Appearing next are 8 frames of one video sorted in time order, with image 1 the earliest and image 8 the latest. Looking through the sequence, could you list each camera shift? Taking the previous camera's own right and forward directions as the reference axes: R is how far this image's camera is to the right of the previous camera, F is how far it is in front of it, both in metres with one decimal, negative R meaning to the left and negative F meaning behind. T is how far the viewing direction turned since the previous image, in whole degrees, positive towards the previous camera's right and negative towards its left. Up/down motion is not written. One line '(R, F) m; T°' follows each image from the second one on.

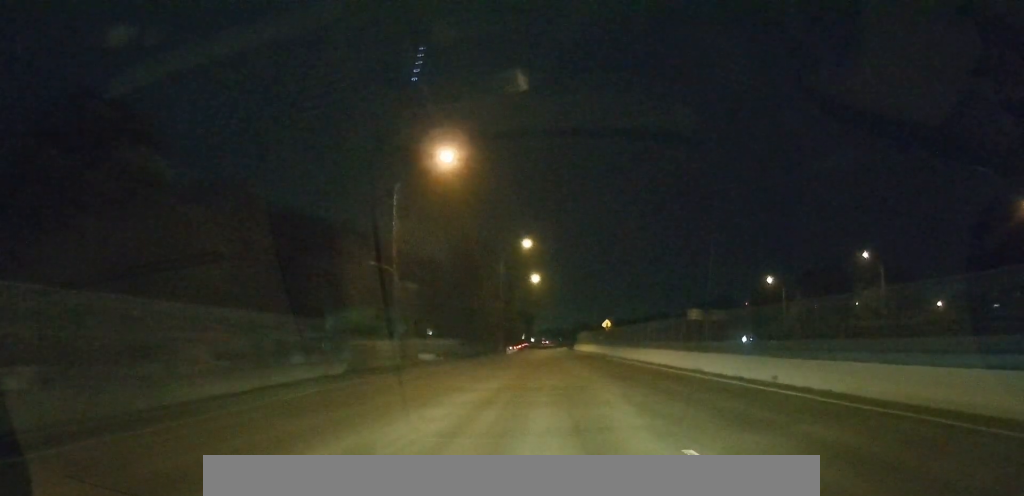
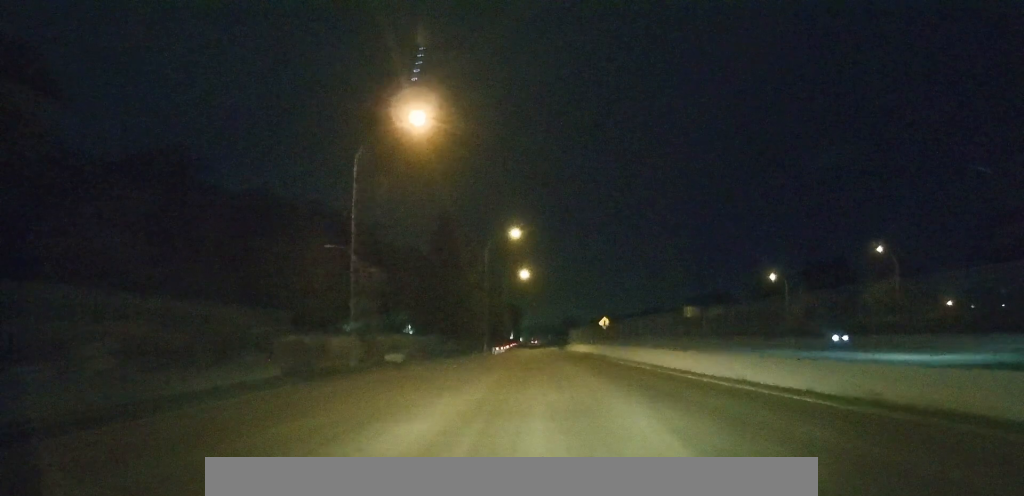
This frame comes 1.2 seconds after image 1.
(+0.1, +7.8) m; -1°
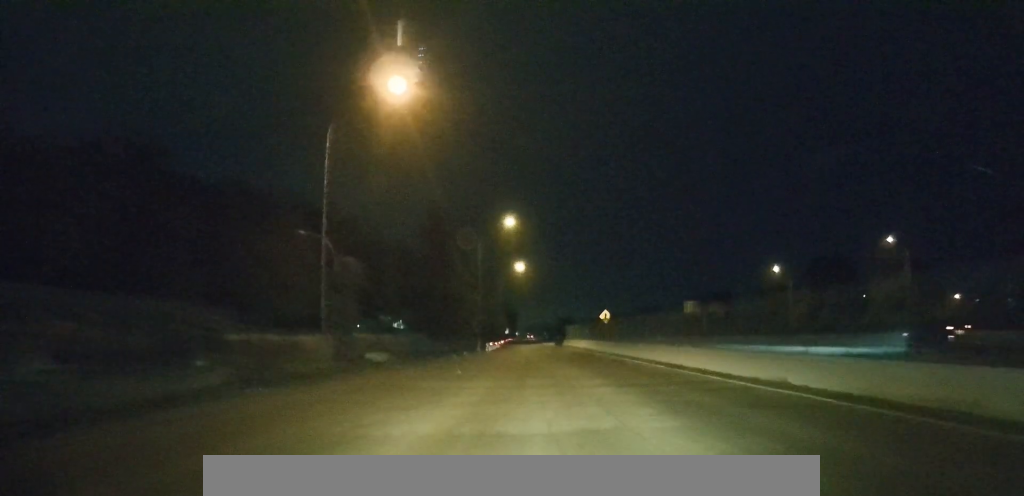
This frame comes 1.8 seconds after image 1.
(0.0, +4.5) m; -1°
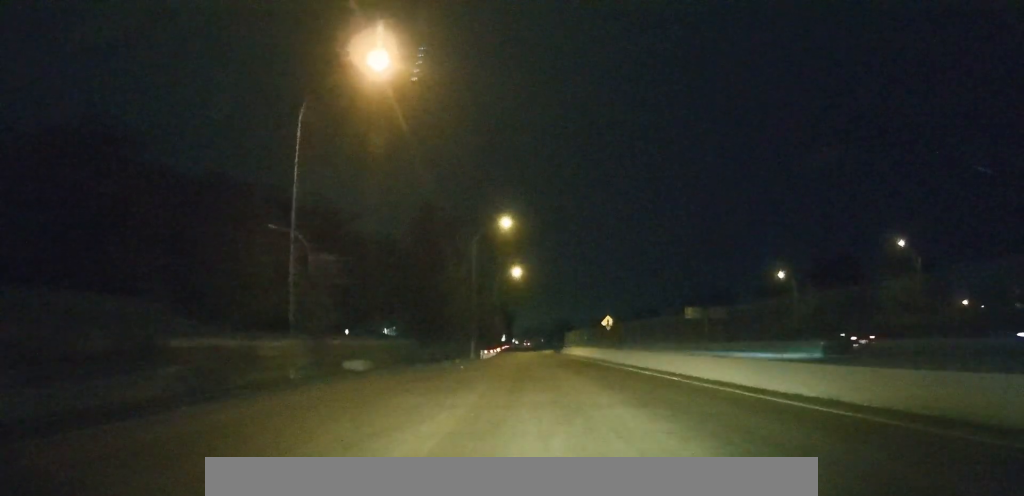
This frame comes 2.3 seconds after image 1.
(-0.1, +4.2) m; -1°
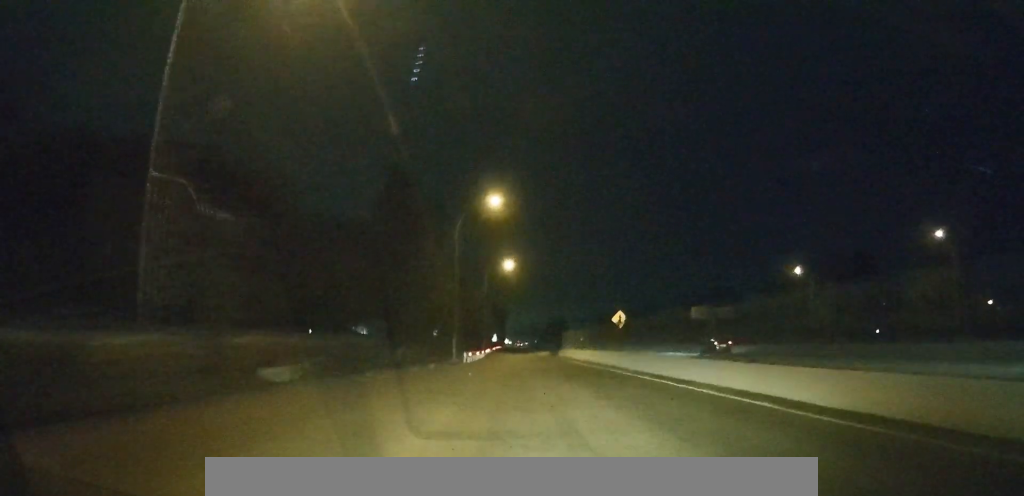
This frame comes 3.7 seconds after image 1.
(-0.1, +11.6) m; 0°
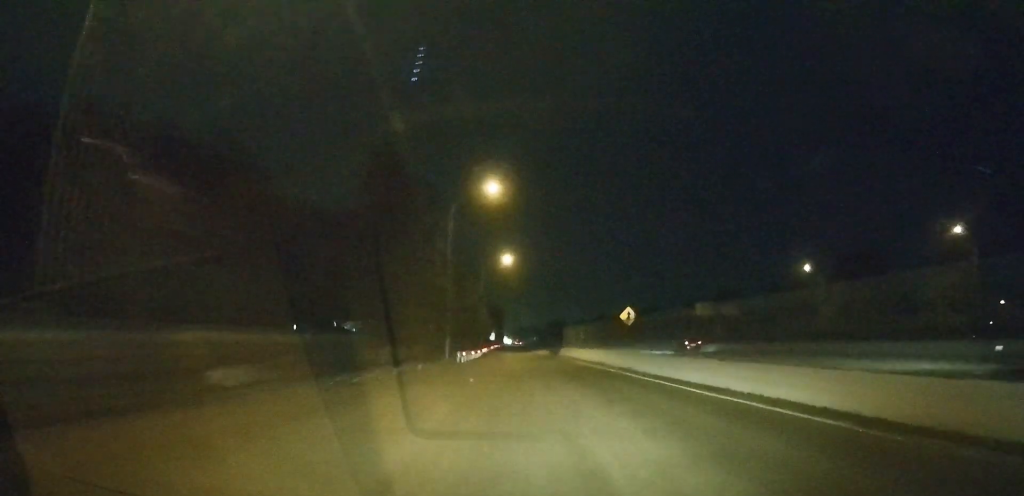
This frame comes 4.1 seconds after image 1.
(0.0, +4.3) m; +1°
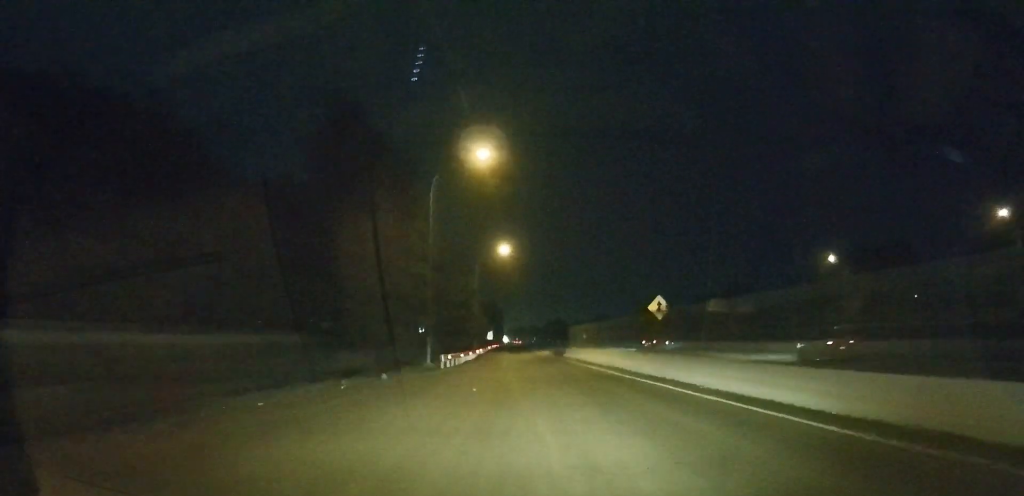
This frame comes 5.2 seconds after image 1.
(+0.1, +10.1) m; +1°
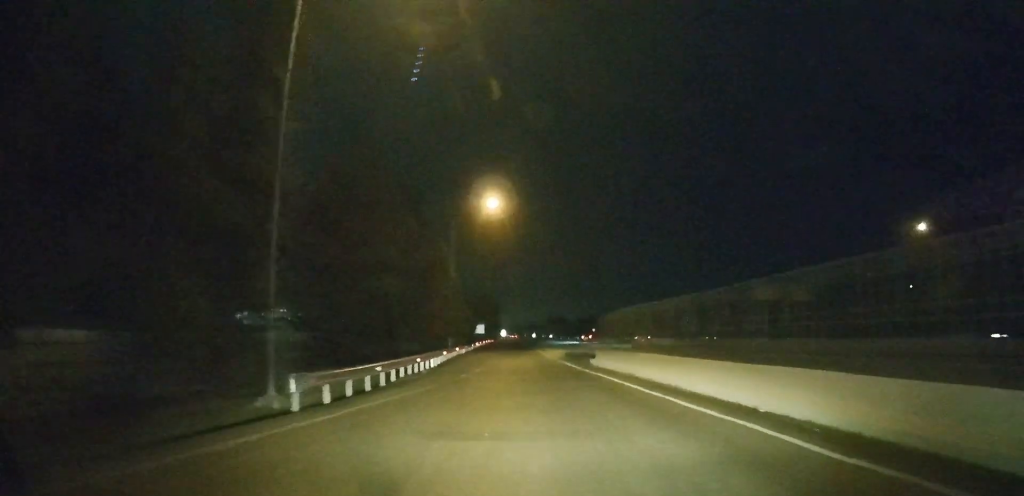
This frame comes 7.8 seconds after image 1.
(-0.1, +25.5) m; 0°
